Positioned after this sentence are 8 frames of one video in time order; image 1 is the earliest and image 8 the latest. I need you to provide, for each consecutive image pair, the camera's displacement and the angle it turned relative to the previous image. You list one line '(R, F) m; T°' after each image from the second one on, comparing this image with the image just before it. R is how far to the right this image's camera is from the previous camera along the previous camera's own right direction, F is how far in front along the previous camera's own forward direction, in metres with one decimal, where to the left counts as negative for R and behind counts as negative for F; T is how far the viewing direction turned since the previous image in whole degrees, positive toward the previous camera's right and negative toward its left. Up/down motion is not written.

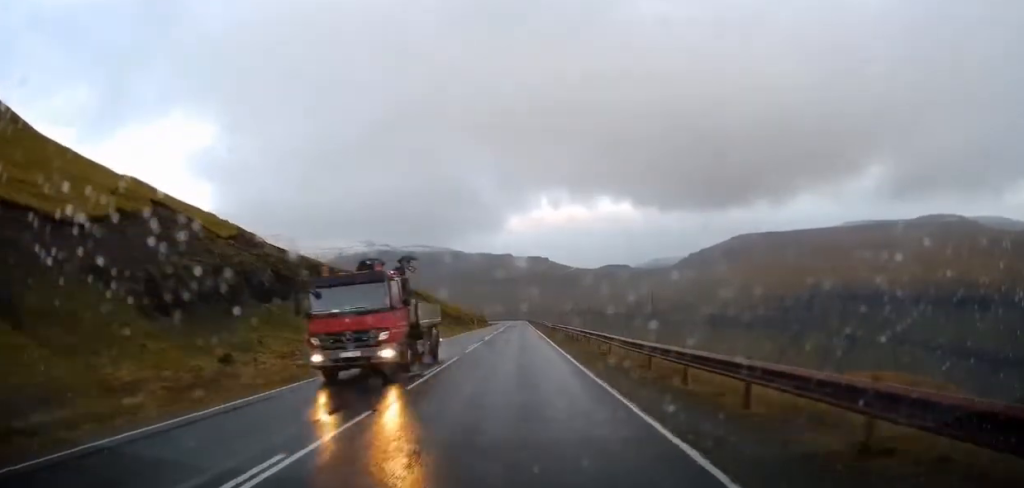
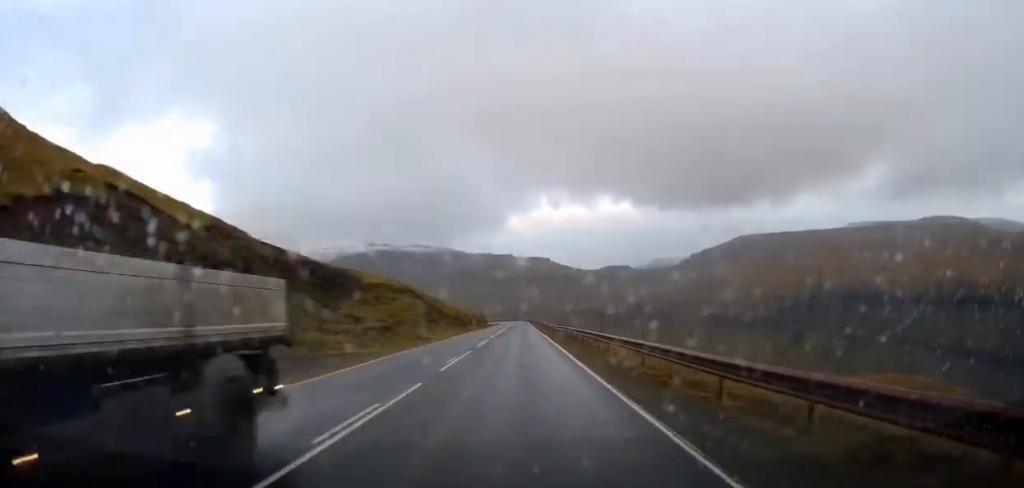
(-0.1, +8.2) m; 0°
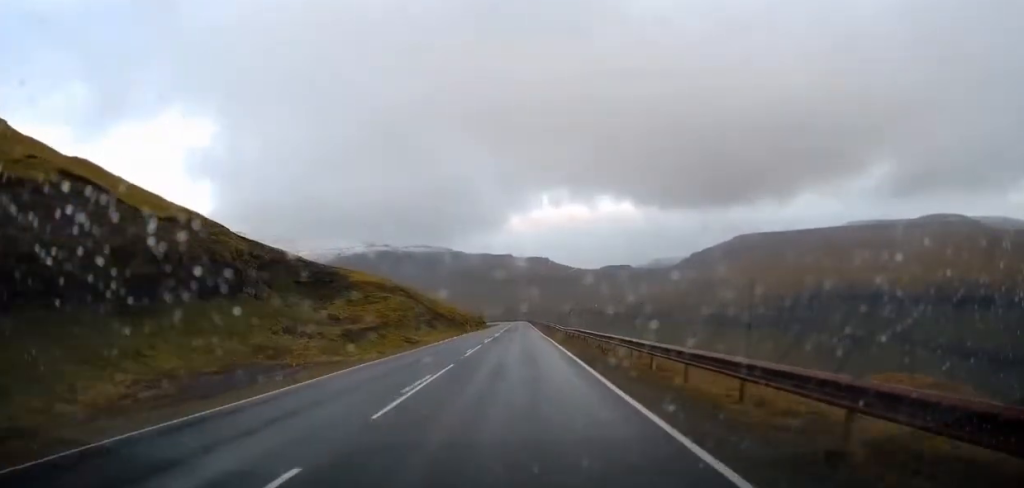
(-0.1, +7.1) m; 0°
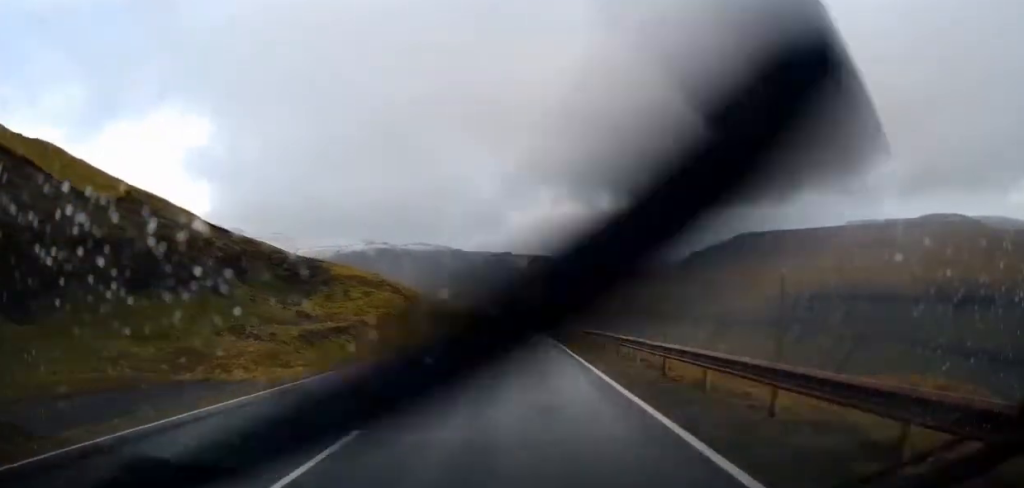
(0.0, +10.4) m; +1°
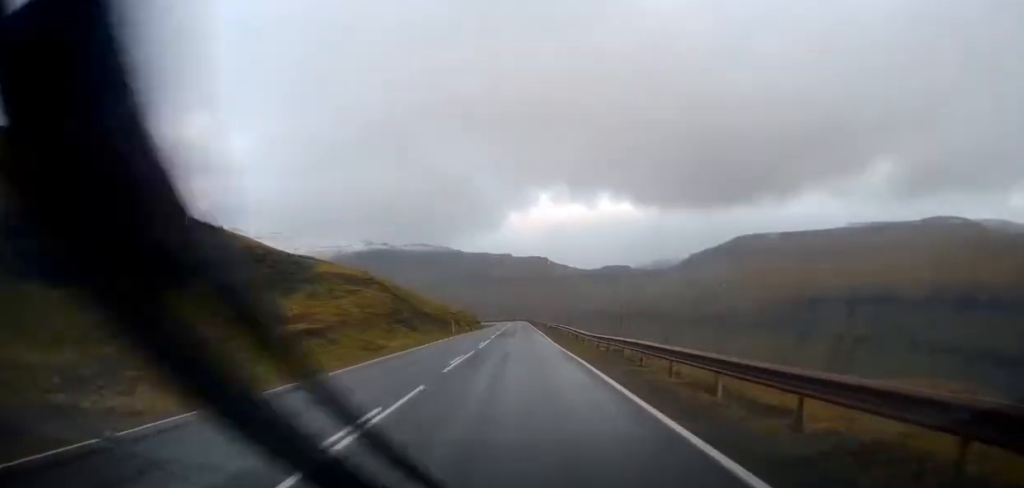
(-0.1, +7.1) m; 0°
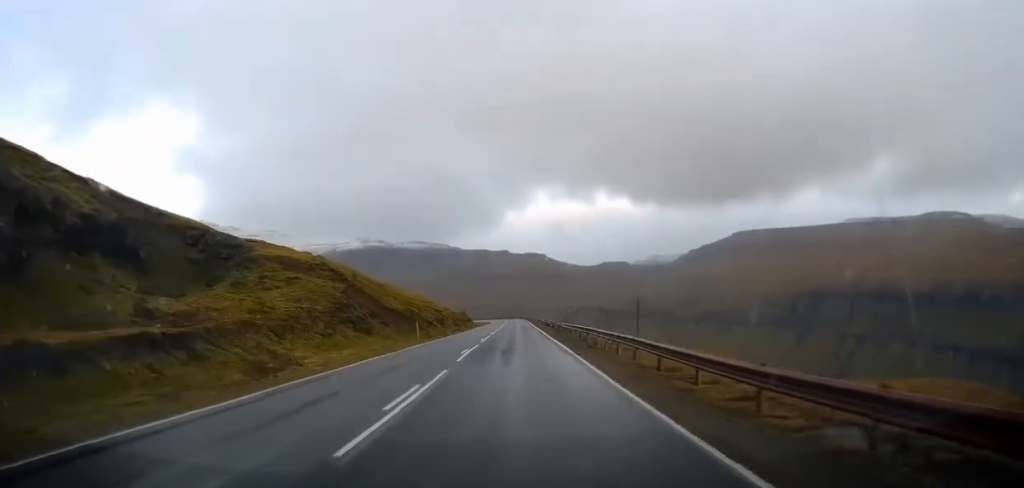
(+0.2, +21.1) m; 0°
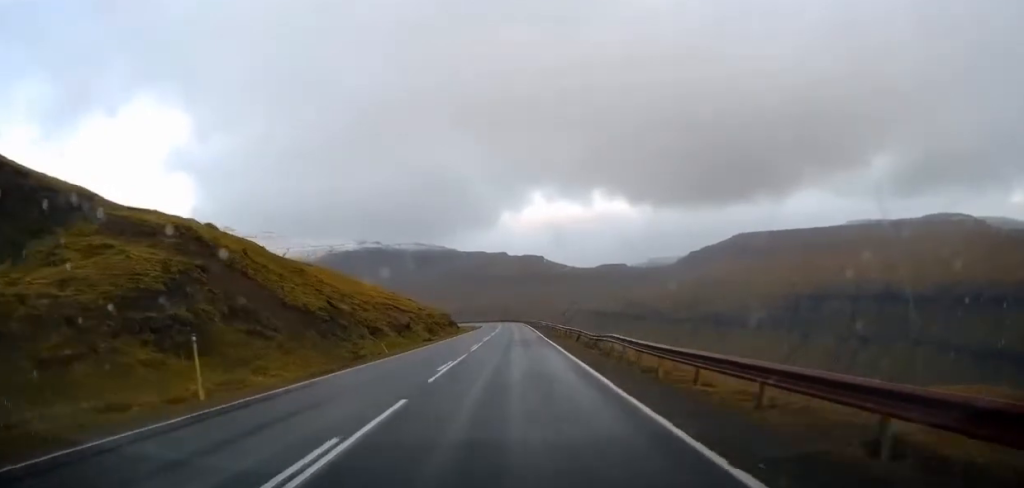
(+0.1, +29.0) m; 0°
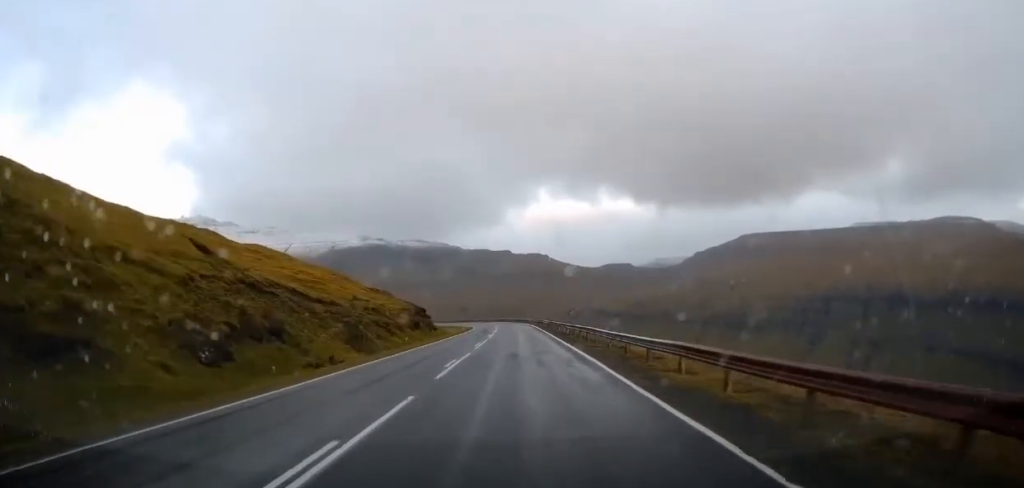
(-0.1, +36.1) m; 0°
